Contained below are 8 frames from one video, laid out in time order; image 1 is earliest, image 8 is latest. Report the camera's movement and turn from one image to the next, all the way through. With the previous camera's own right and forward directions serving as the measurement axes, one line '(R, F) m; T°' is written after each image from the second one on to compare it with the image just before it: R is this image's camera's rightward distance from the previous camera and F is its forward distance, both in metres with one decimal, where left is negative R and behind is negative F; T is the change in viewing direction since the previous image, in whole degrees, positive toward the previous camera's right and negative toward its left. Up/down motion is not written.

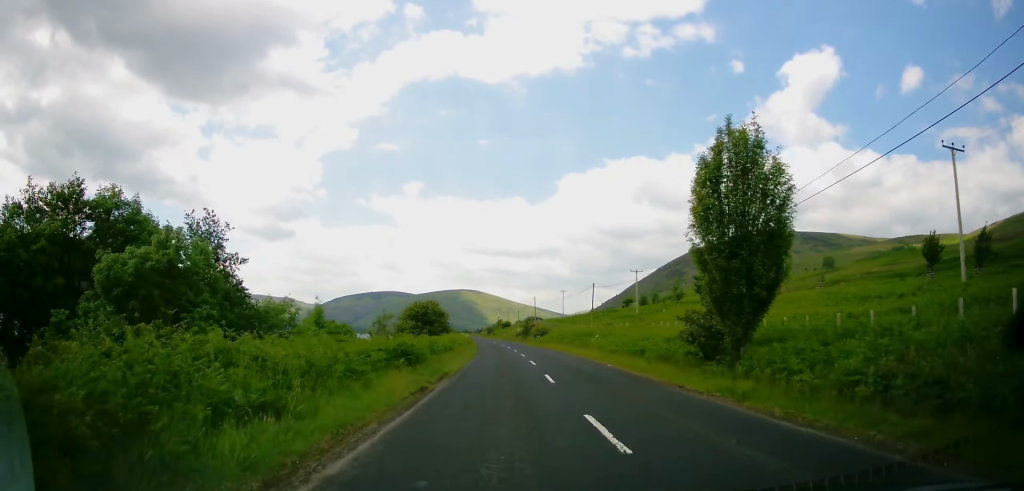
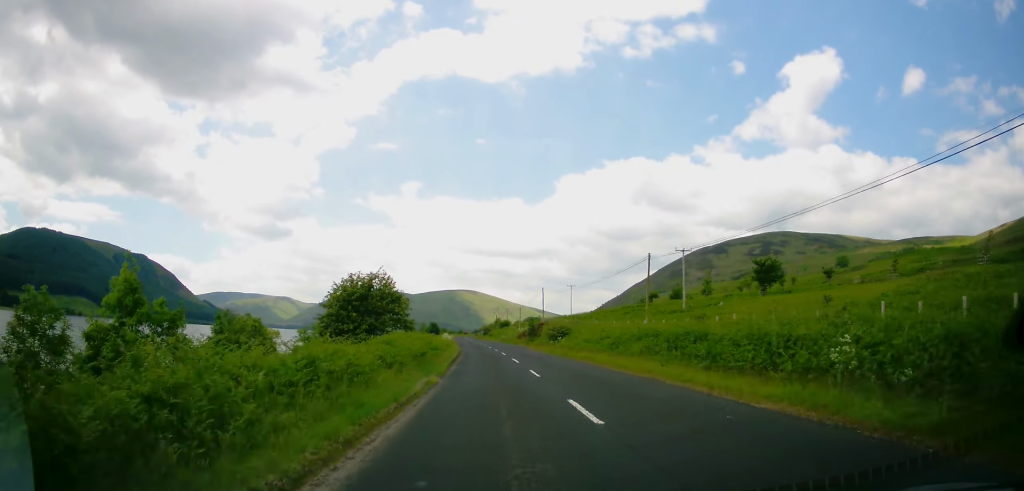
(-0.2, +25.9) m; -1°
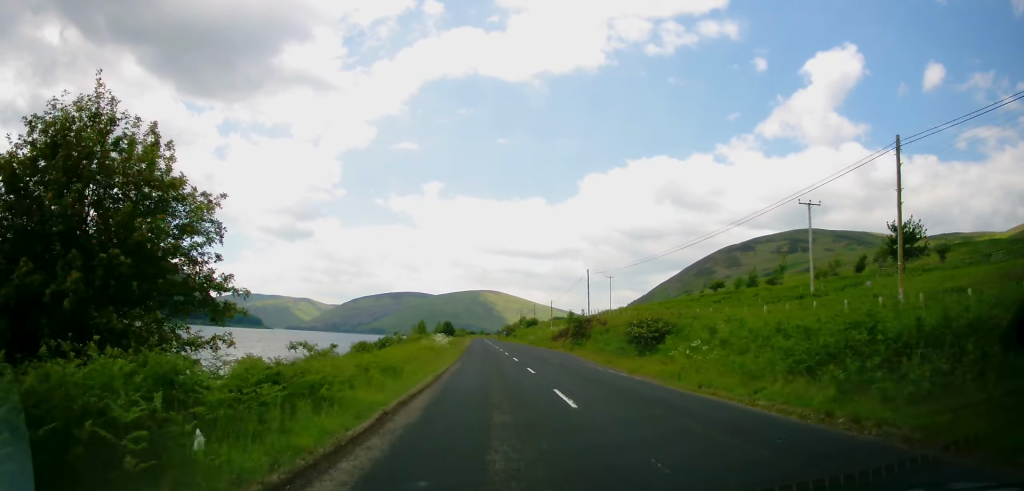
(-0.3, +26.6) m; -1°
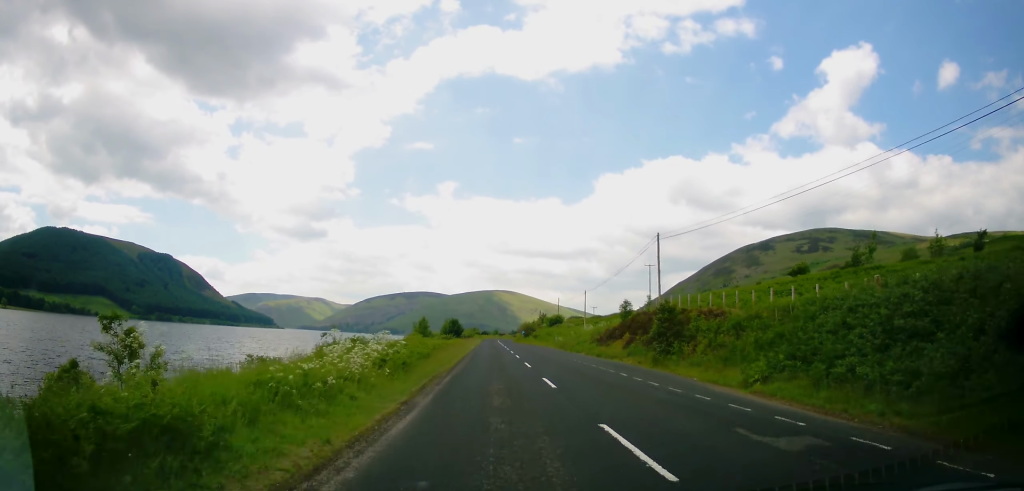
(-0.2, +24.4) m; 0°
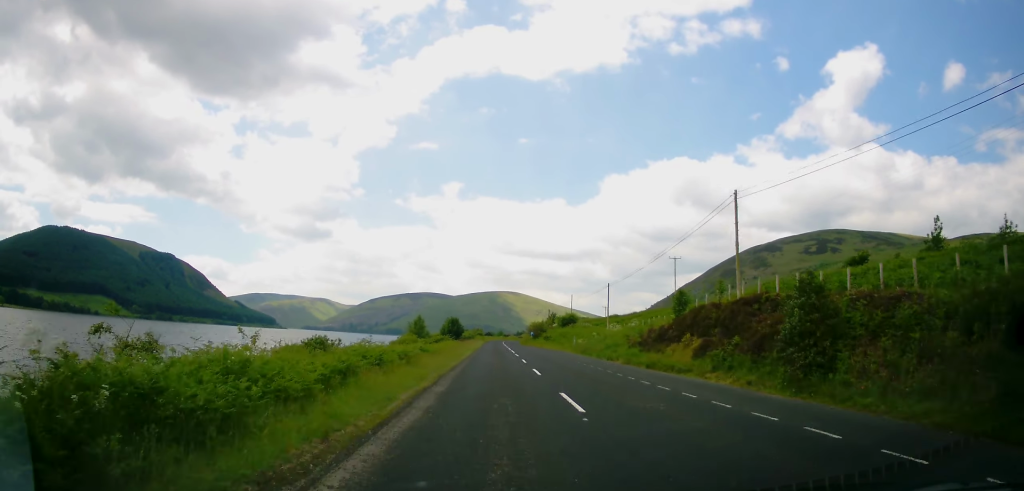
(0.0, +13.7) m; 0°
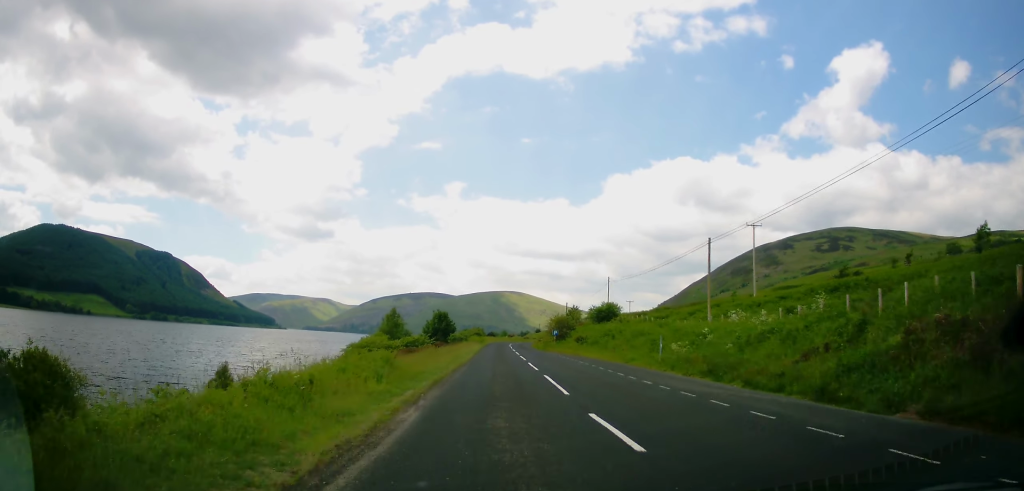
(-0.3, +31.2) m; -1°
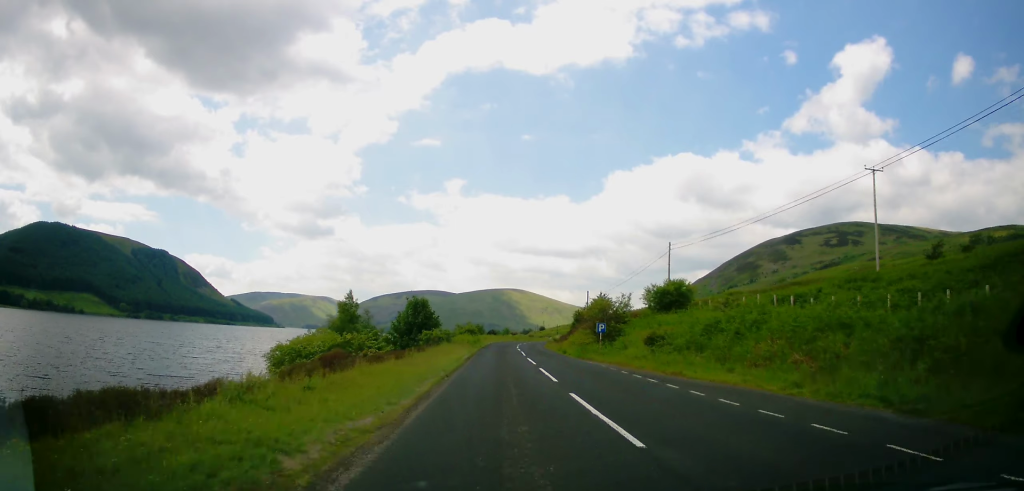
(-0.2, +25.5) m; 0°
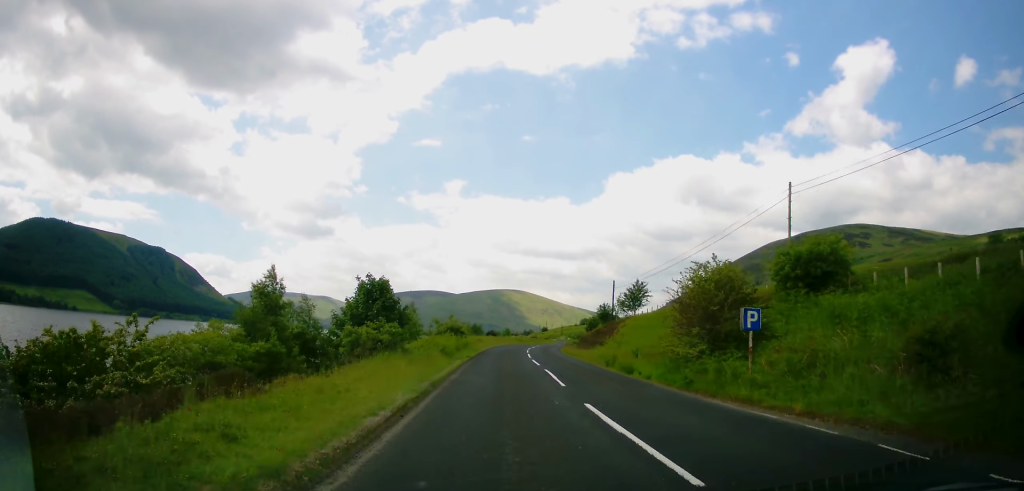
(0.0, +20.3) m; +1°
